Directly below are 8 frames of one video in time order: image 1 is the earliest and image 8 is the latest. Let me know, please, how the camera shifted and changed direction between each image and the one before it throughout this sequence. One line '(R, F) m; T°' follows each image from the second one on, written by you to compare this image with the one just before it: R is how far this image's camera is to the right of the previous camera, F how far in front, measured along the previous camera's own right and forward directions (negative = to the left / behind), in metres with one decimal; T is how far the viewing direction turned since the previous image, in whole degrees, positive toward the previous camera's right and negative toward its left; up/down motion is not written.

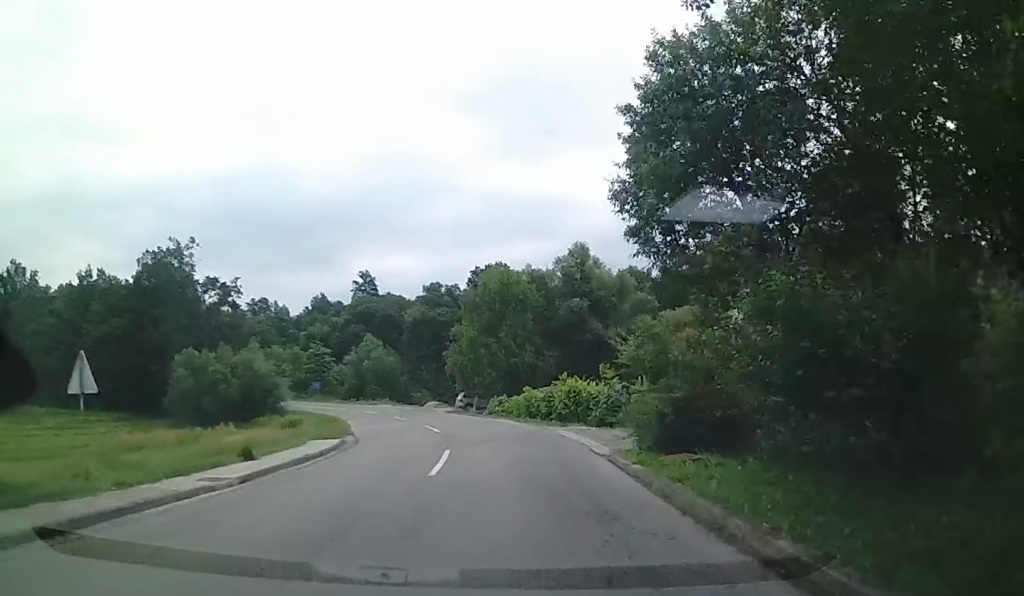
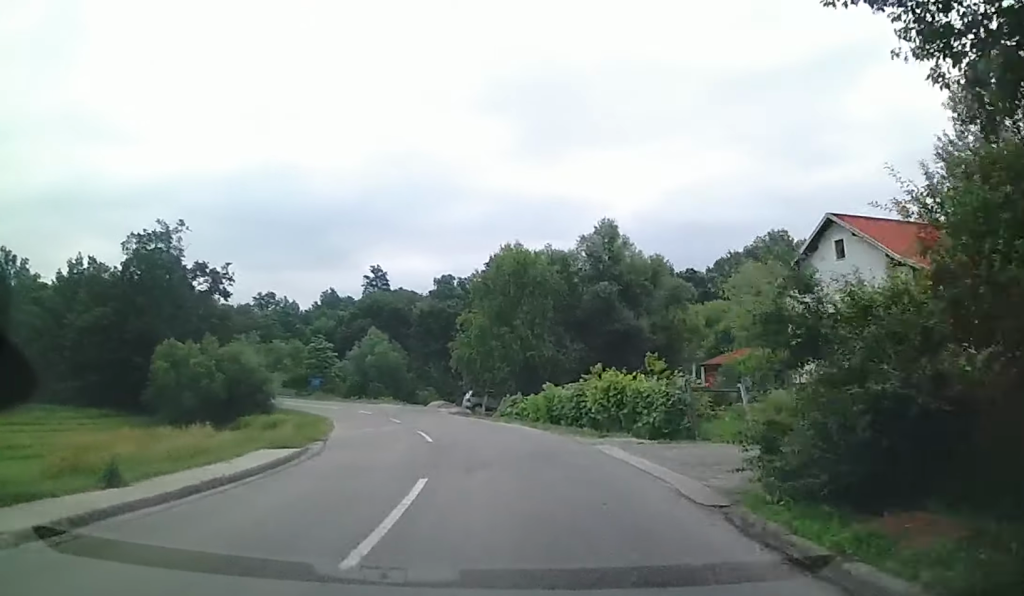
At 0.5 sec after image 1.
(-0.1, +7.2) m; -2°
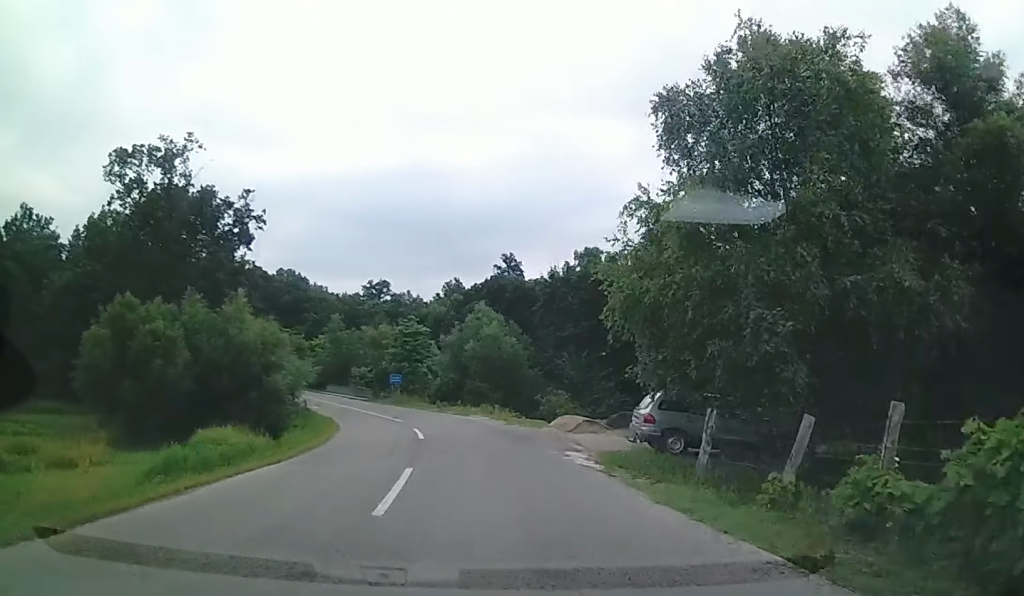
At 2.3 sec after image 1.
(-3.3, +28.0) m; -14°
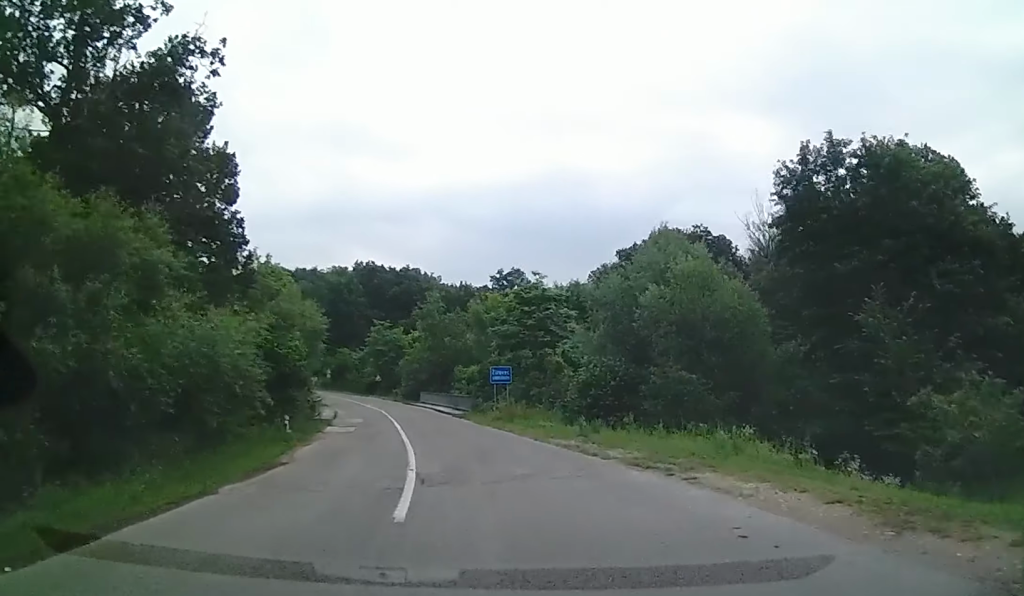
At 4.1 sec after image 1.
(-1.5, +29.1) m; -6°
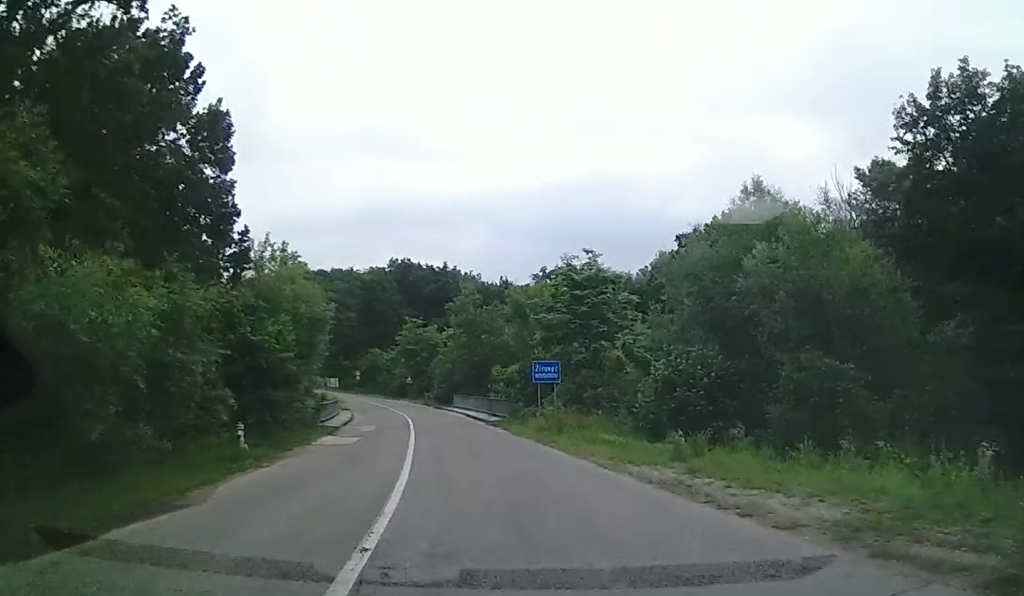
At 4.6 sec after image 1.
(-0.4, +7.3) m; -3°
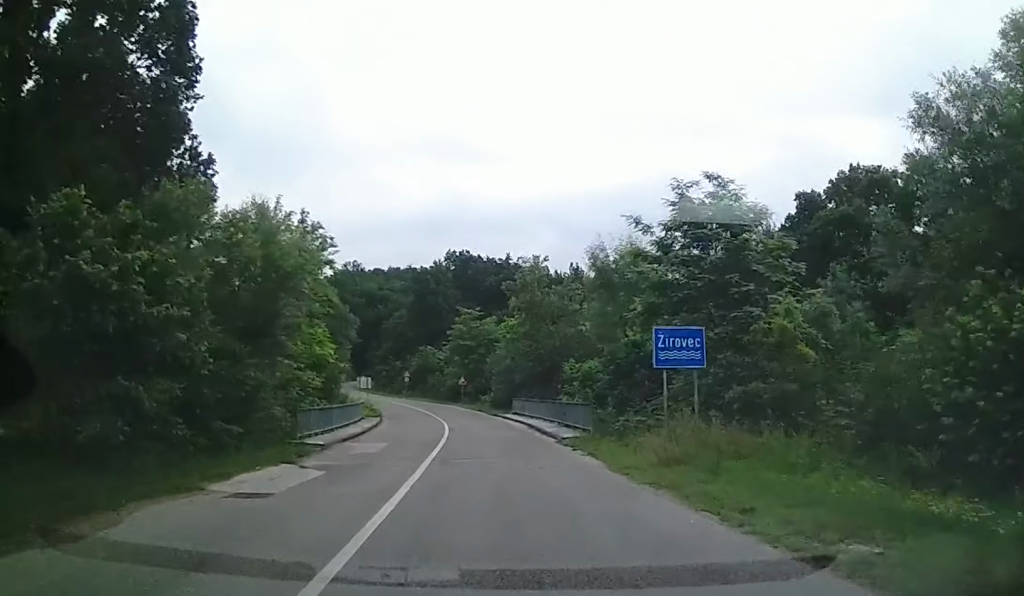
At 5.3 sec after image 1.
(-0.5, +11.8) m; -5°
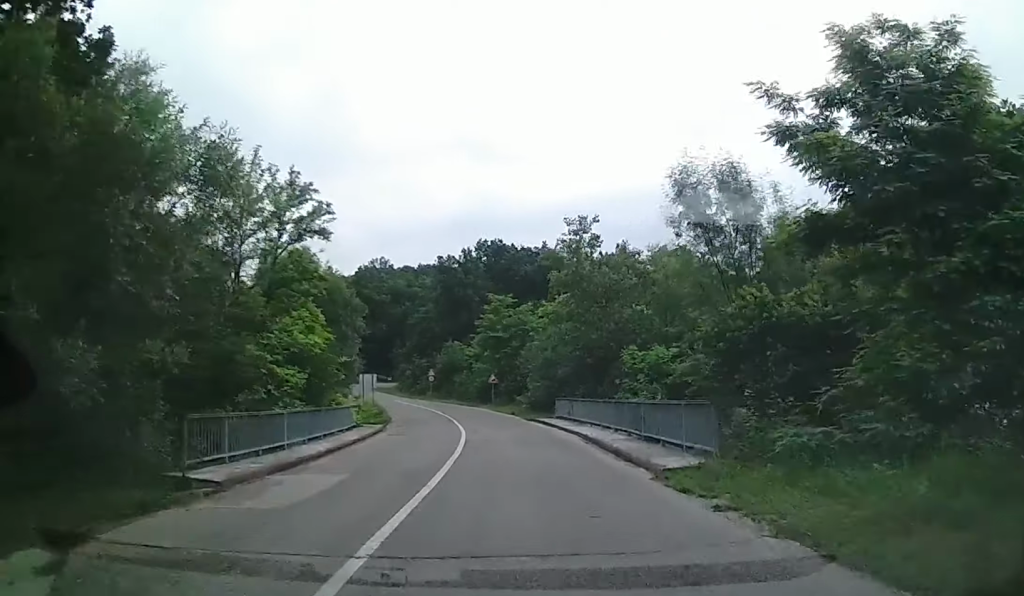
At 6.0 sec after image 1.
(-0.2, +9.7) m; -4°
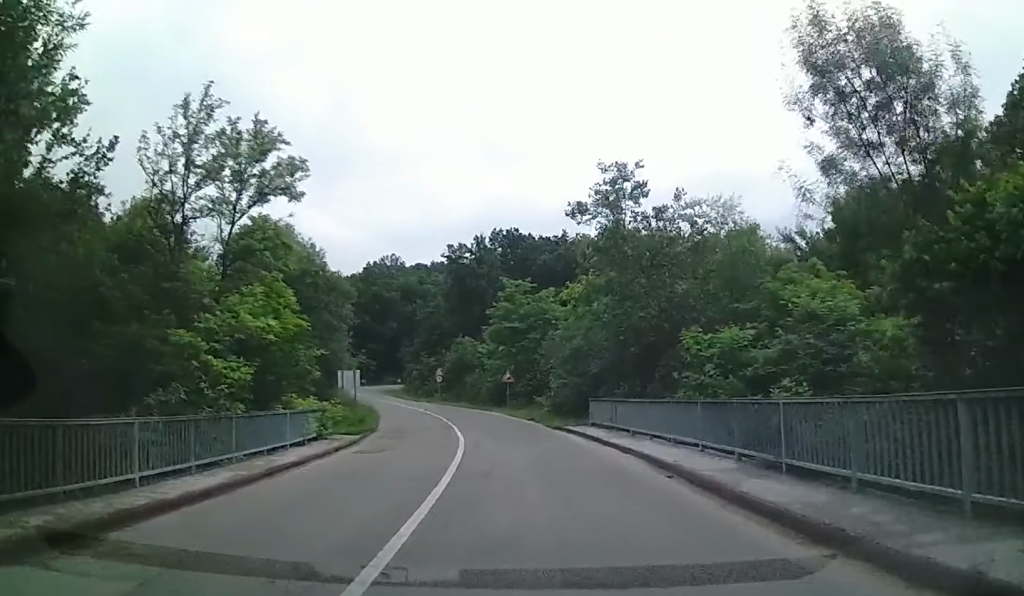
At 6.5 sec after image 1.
(-0.4, +8.0) m; -4°
